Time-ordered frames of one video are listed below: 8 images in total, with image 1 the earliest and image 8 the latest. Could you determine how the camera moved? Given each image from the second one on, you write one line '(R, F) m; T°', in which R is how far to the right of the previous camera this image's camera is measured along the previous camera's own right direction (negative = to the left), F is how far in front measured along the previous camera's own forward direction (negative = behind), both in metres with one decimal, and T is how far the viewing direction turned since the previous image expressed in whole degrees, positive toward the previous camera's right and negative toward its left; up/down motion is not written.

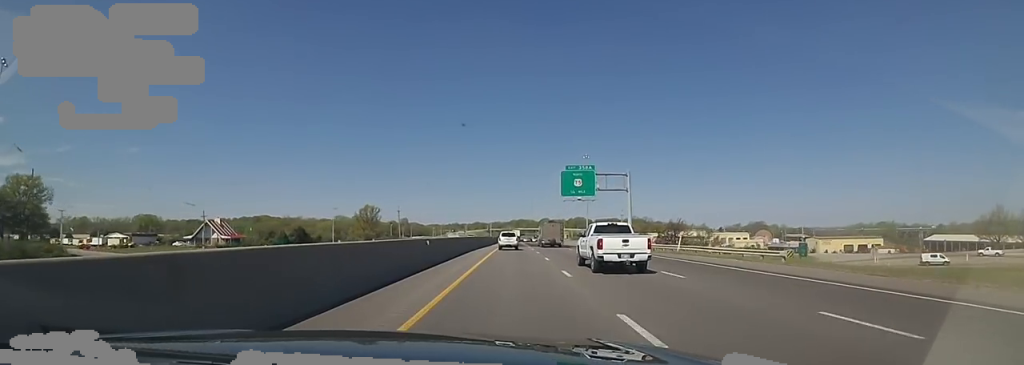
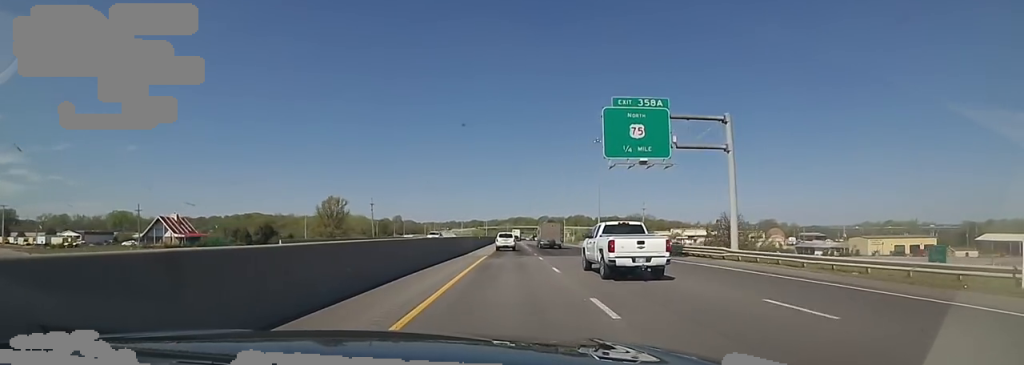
(-0.5, +27.4) m; 0°
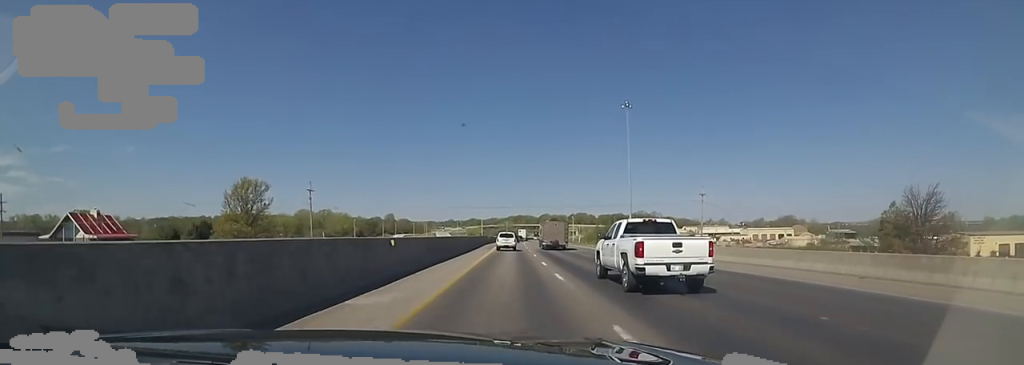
(+0.4, +38.9) m; -1°
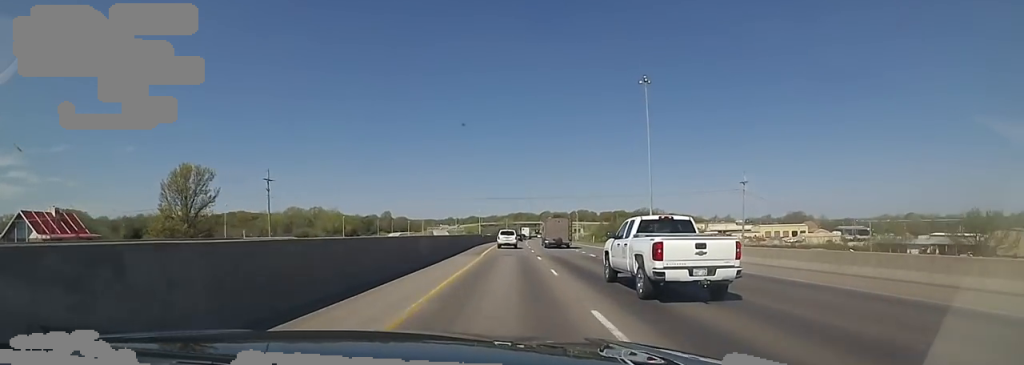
(-0.4, +15.8) m; -1°
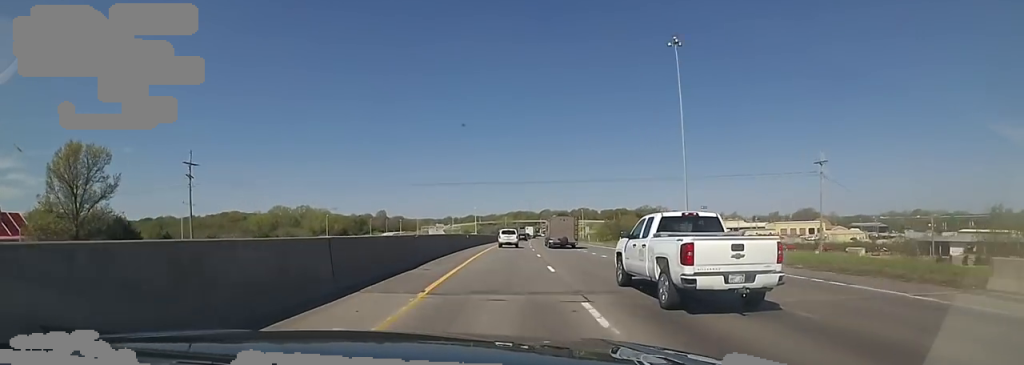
(0.0, +18.9) m; +2°
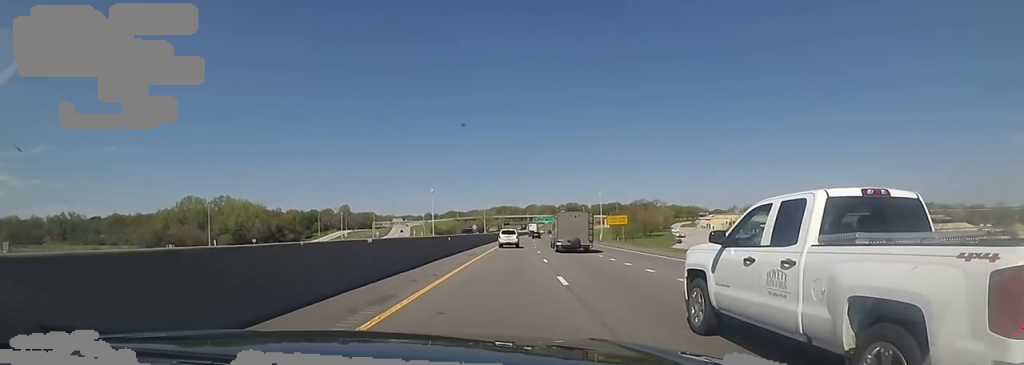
(+3.7, +72.2) m; +4°
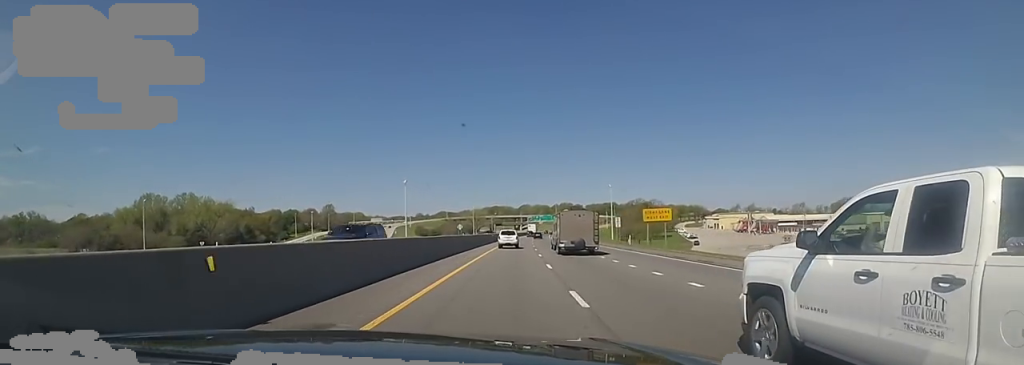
(0.0, +24.2) m; 0°
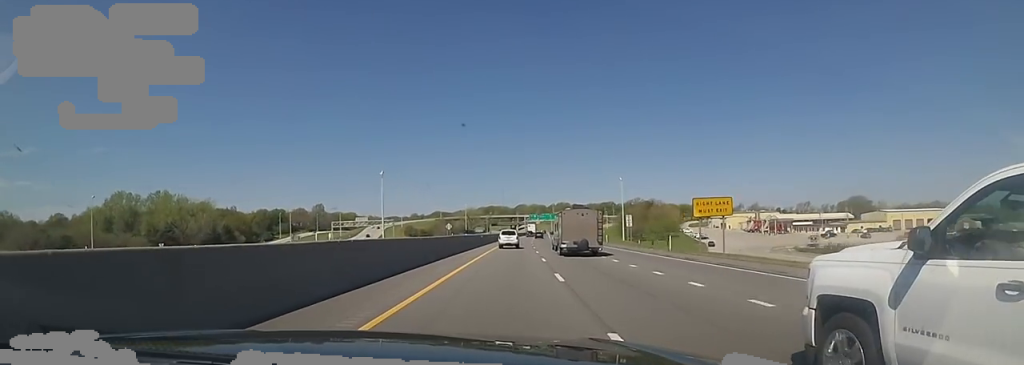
(0.0, +14.8) m; 0°
